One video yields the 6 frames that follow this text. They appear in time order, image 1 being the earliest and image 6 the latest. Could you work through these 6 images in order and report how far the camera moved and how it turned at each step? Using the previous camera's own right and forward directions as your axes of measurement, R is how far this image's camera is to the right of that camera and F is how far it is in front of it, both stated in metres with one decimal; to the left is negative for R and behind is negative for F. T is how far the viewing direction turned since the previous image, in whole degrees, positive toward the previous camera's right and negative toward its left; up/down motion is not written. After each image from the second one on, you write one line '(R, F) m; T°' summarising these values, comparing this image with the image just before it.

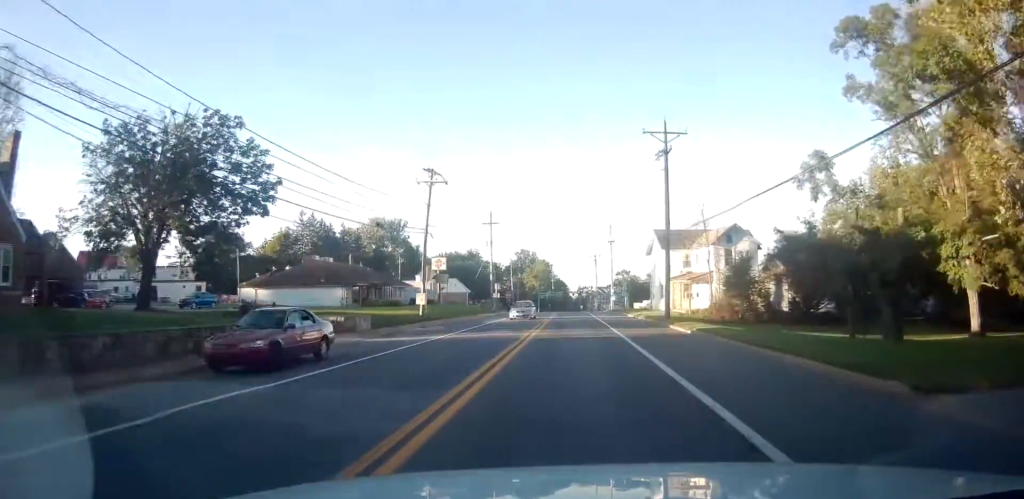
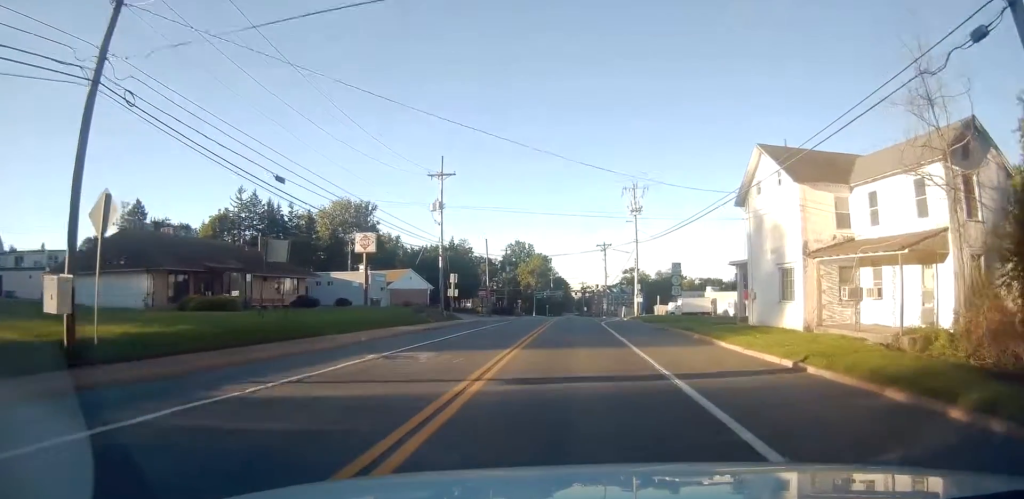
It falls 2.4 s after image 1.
(0.0, +31.8) m; 0°
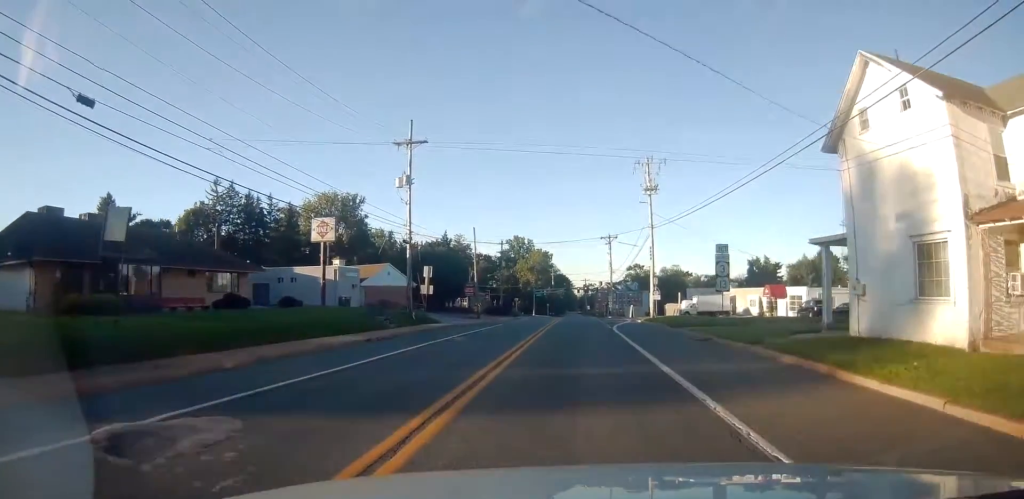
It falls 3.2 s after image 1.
(0.0, +10.6) m; 0°
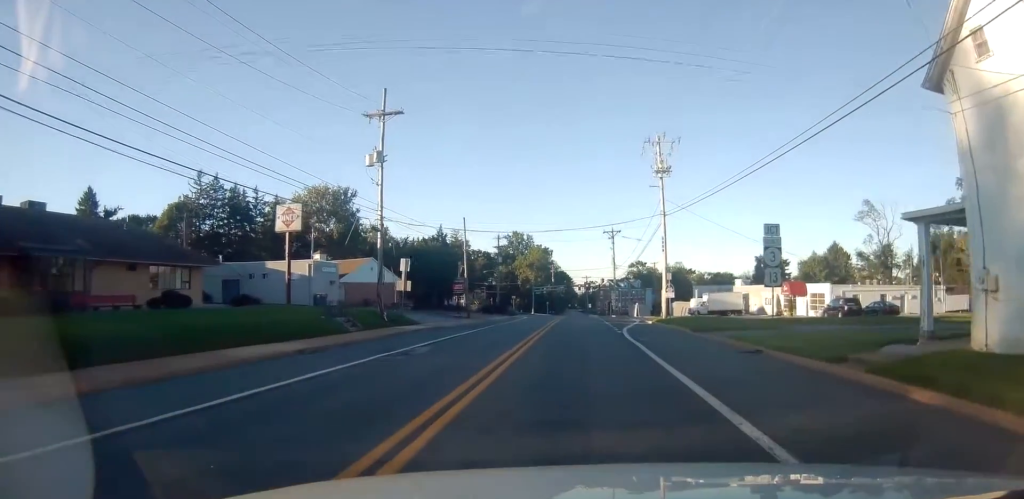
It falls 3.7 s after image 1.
(0.0, +6.0) m; 0°
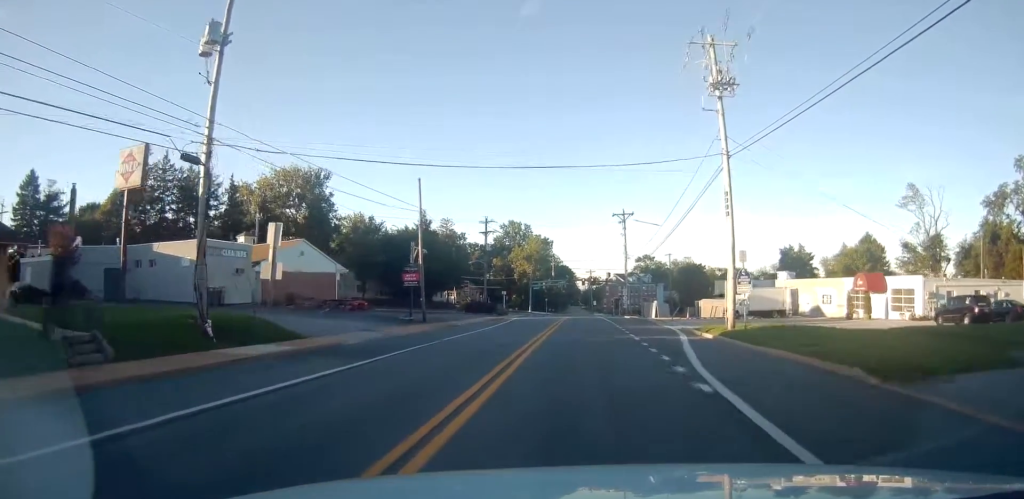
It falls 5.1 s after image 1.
(+0.1, +18.9) m; 0°
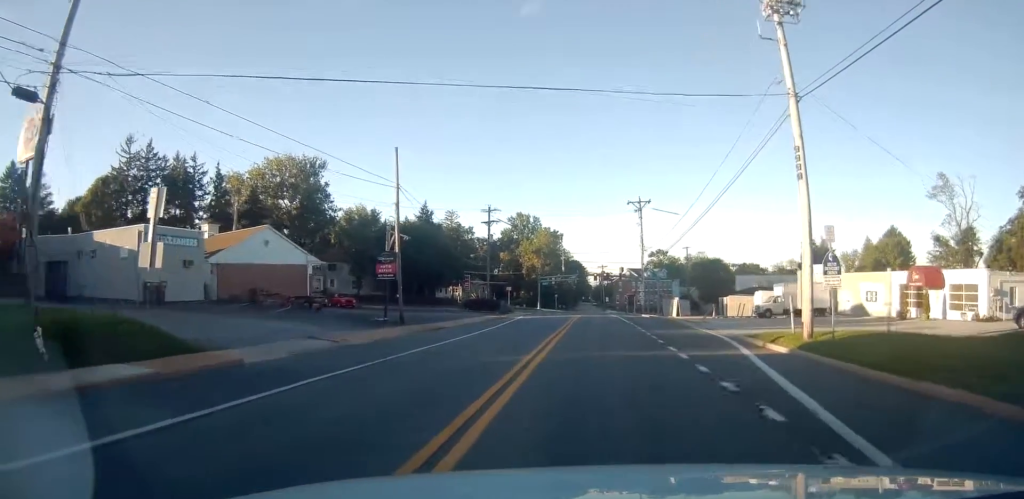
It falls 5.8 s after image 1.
(0.0, +8.3) m; 0°
